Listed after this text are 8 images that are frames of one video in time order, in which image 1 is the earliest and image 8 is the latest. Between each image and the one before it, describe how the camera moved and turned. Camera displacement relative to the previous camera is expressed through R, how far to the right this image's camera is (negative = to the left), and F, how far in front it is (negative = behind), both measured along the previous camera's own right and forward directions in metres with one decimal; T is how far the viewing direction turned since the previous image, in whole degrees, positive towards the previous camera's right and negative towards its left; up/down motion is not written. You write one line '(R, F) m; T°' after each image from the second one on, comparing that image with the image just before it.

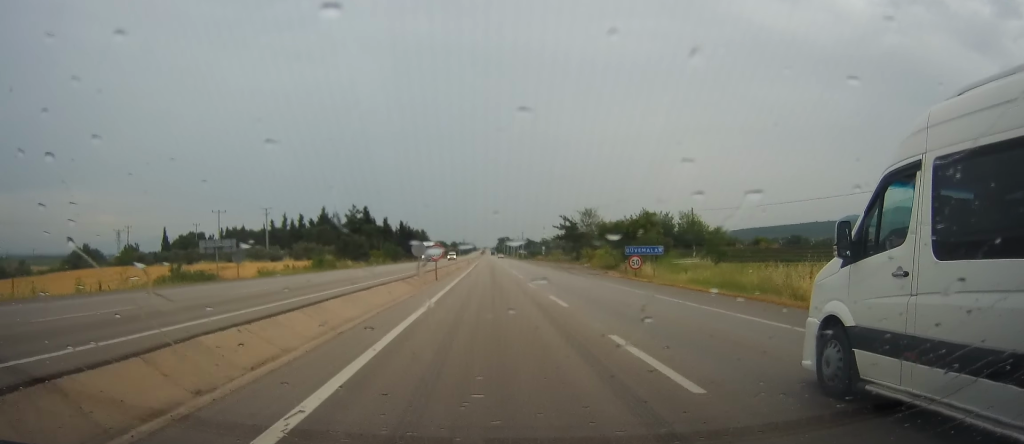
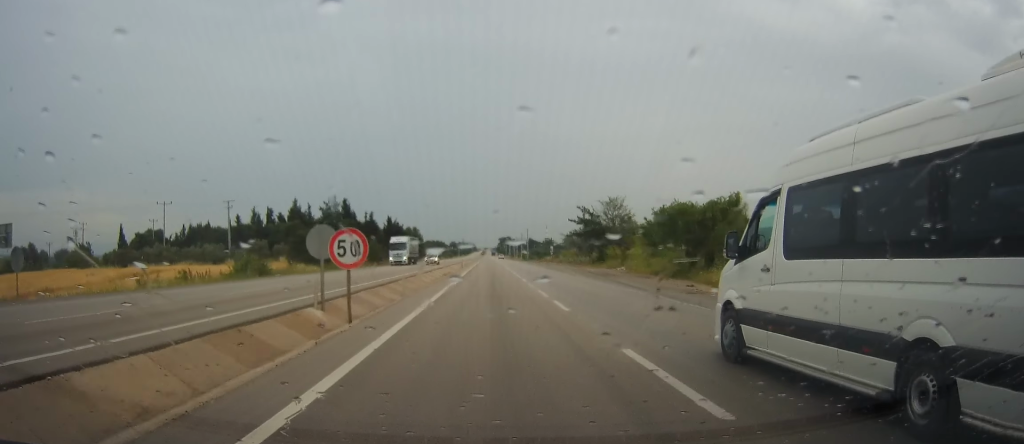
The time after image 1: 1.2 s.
(-0.1, +25.7) m; -1°
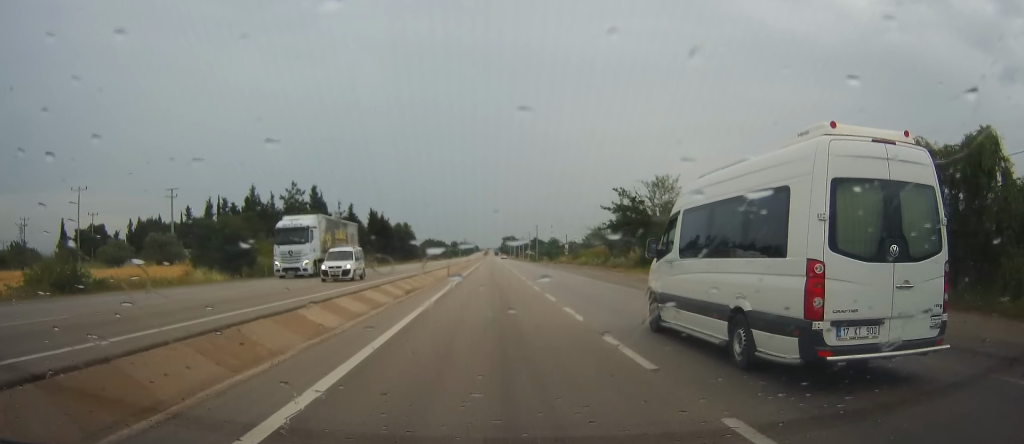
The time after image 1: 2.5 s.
(0.0, +29.3) m; +1°
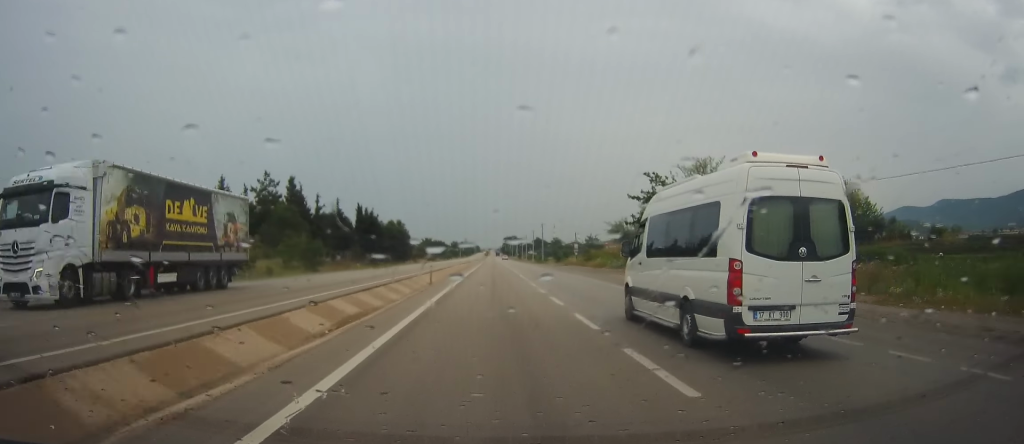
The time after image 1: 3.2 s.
(+0.3, +14.6) m; +1°
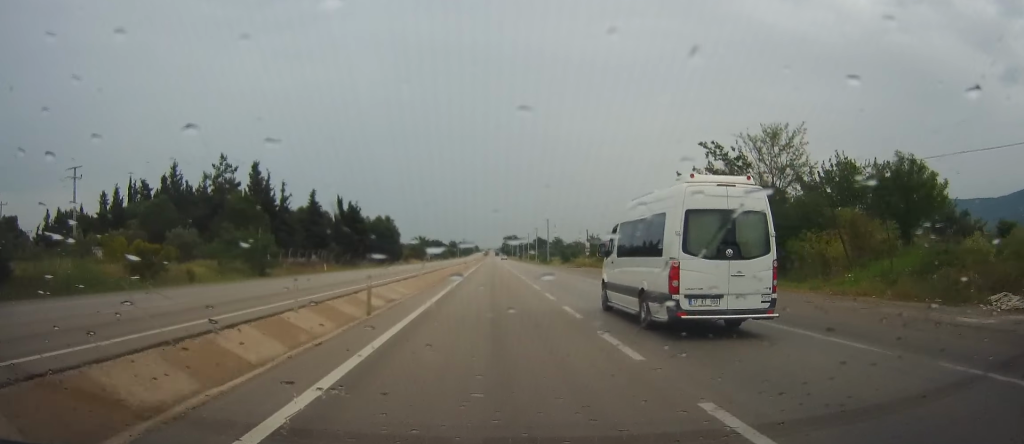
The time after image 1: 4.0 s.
(0.0, +16.3) m; -1°
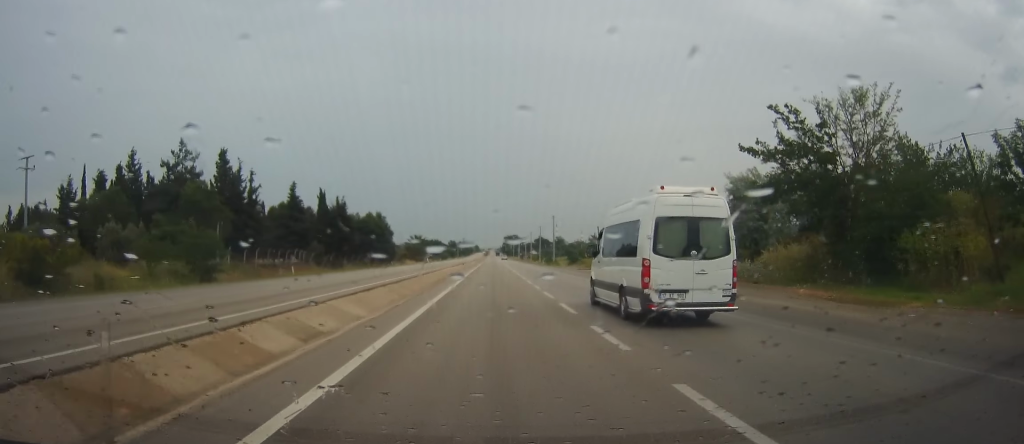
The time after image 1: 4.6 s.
(0.0, +11.2) m; -1°
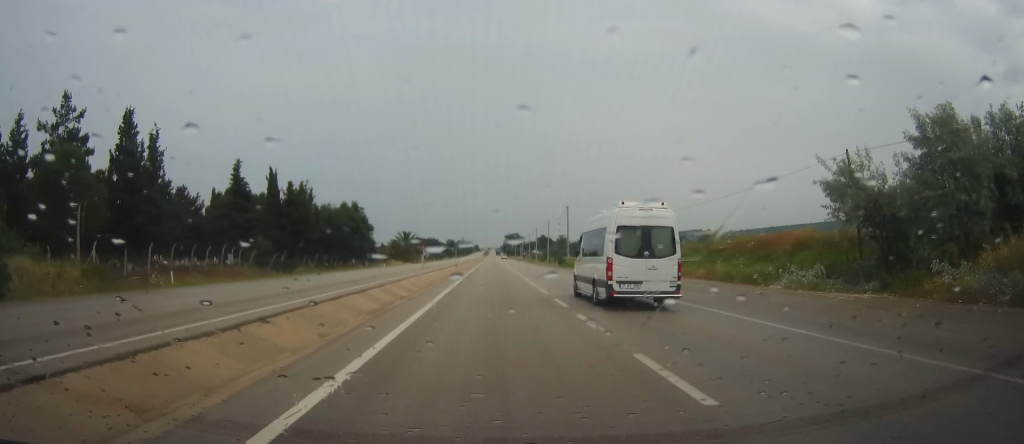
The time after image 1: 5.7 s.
(-0.4, +22.6) m; 0°
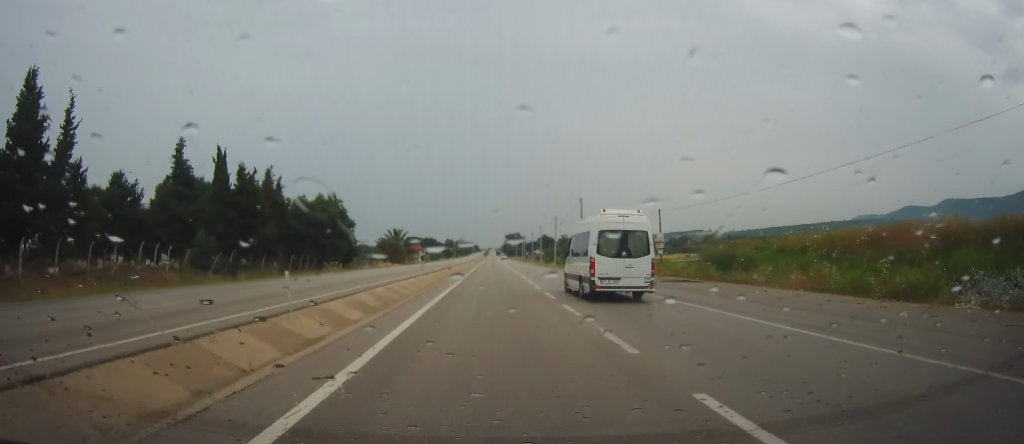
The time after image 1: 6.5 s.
(+0.2, +15.7) m; +1°
